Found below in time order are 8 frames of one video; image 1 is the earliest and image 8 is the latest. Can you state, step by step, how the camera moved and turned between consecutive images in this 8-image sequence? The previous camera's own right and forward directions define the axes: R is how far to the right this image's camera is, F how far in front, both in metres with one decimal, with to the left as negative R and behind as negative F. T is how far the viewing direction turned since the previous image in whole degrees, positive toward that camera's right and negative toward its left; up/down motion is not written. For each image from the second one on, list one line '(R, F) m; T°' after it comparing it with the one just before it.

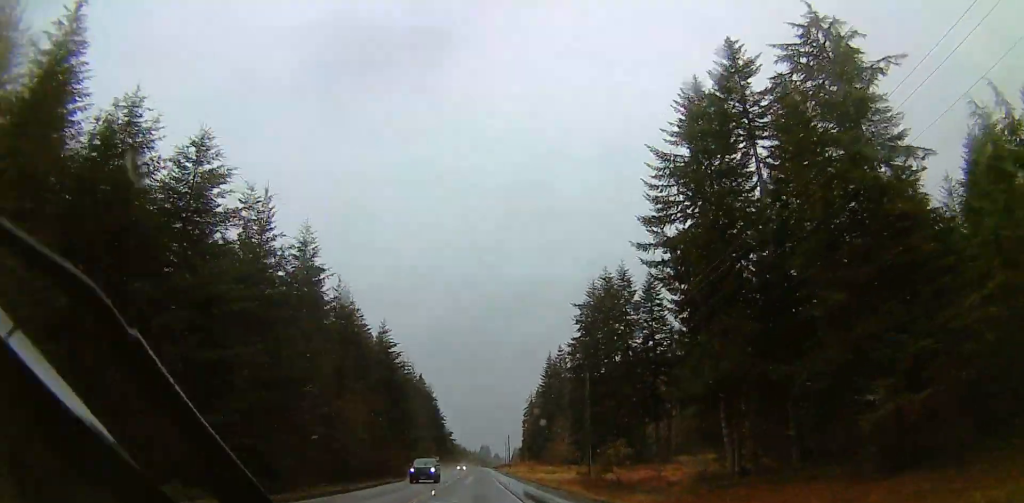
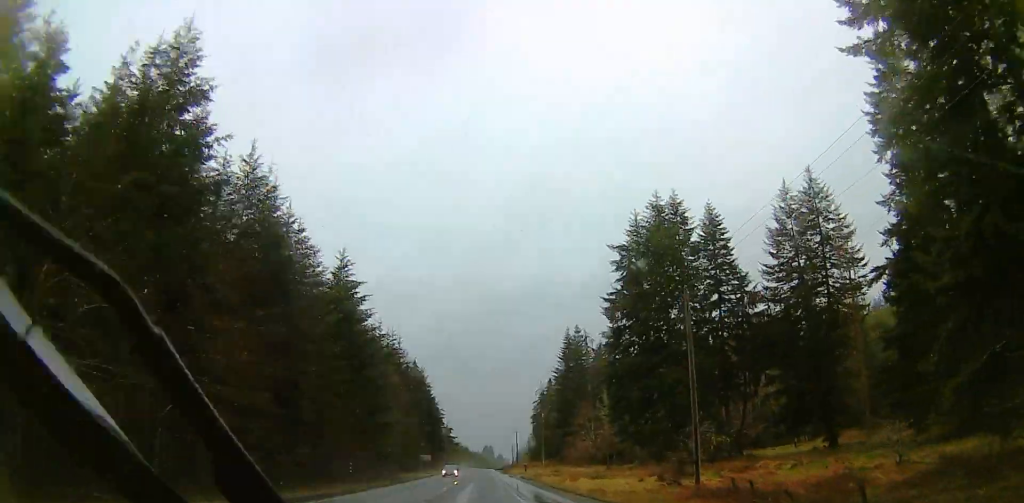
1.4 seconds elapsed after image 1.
(-0.6, +35.3) m; -1°
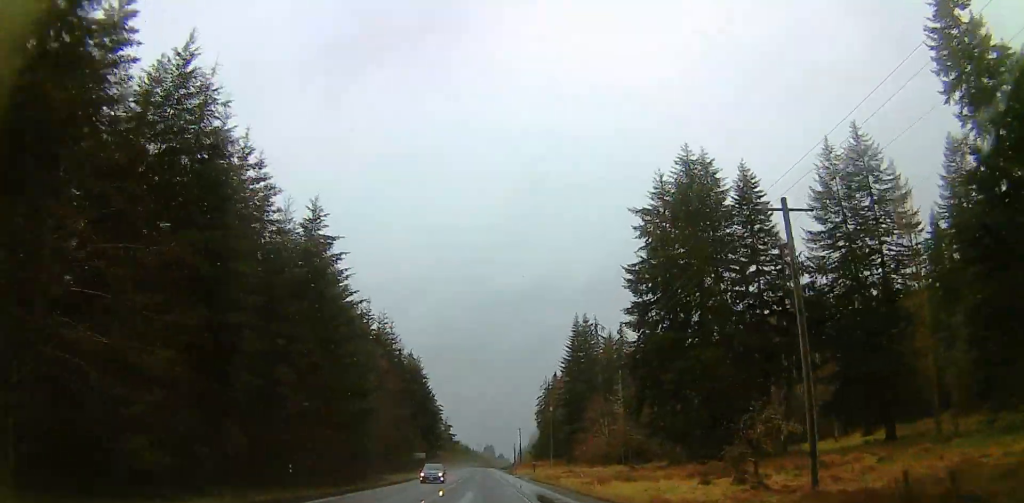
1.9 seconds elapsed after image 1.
(+0.1, +12.3) m; +1°
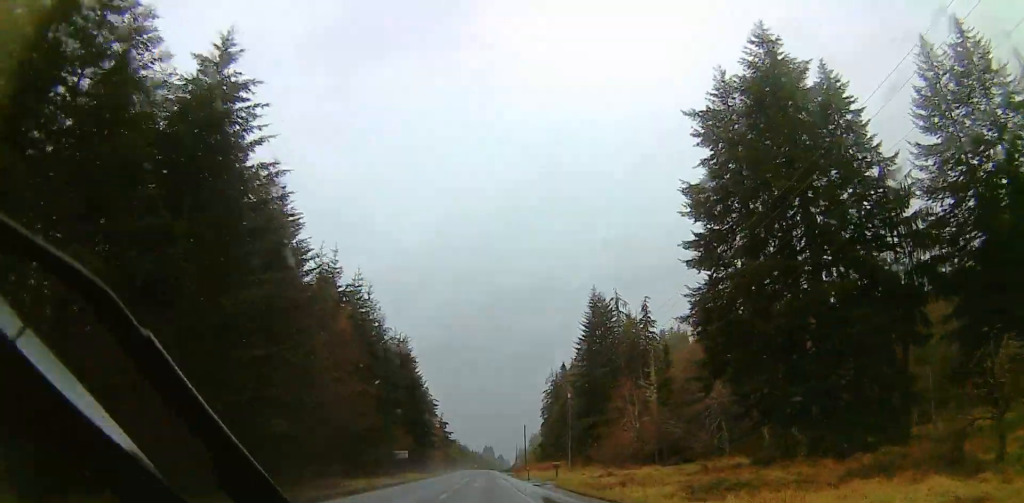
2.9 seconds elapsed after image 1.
(+0.3, +21.9) m; +1°
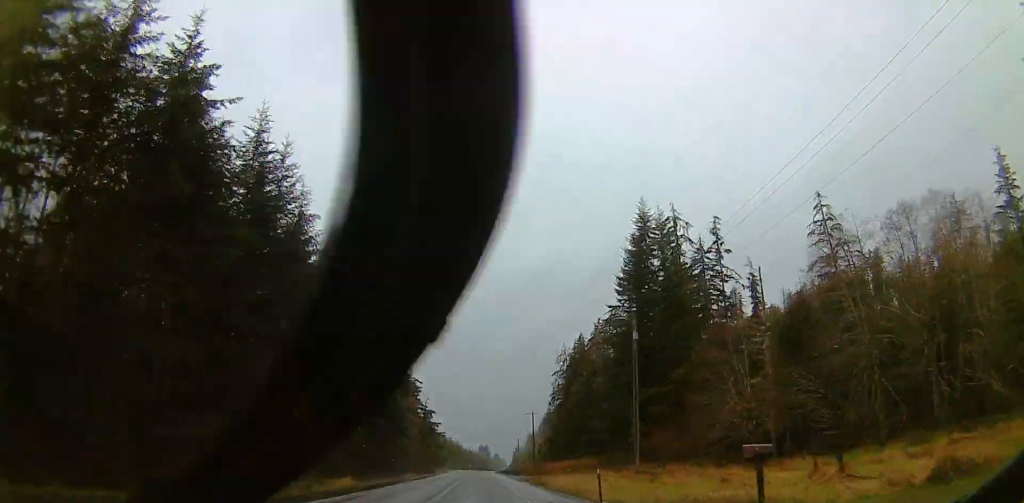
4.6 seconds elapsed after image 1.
(+0.4, +41.2) m; 0°
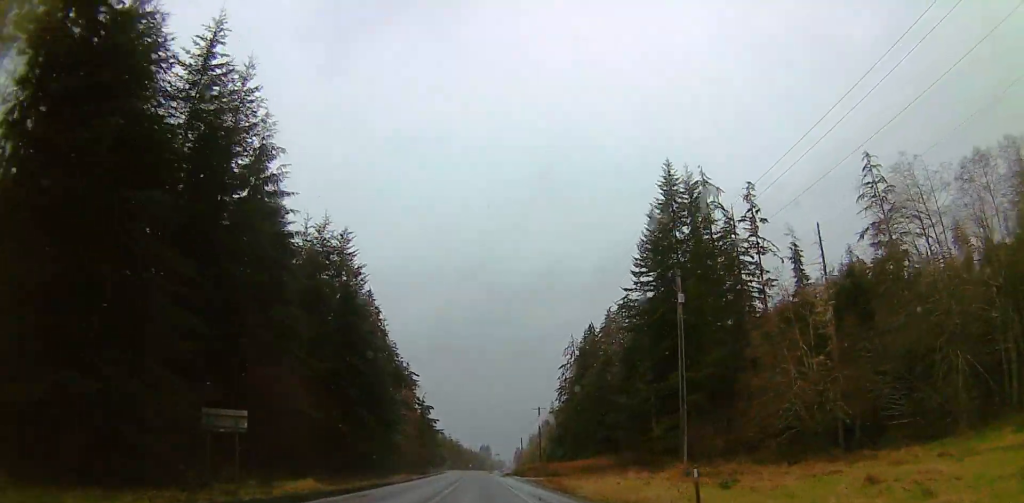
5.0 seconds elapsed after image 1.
(0.0, +12.5) m; 0°
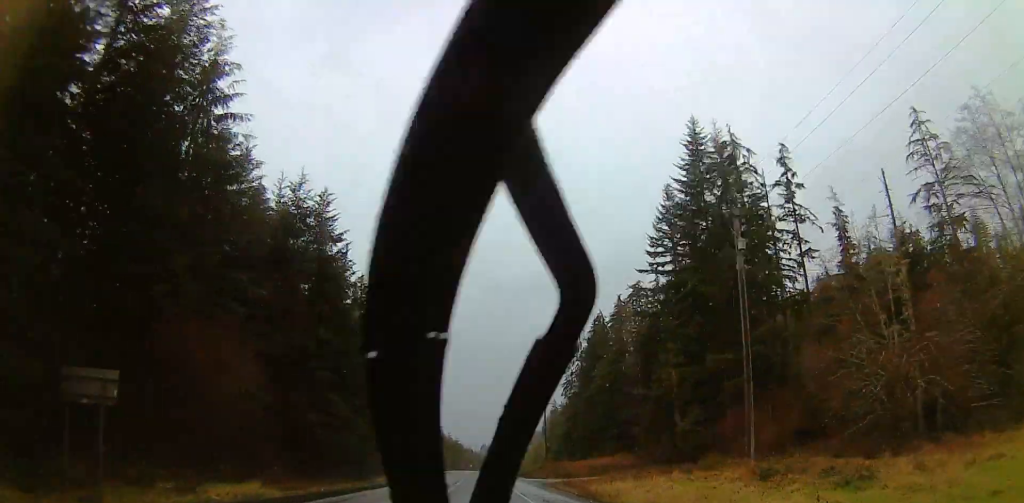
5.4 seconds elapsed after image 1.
(0.0, +11.1) m; 0°
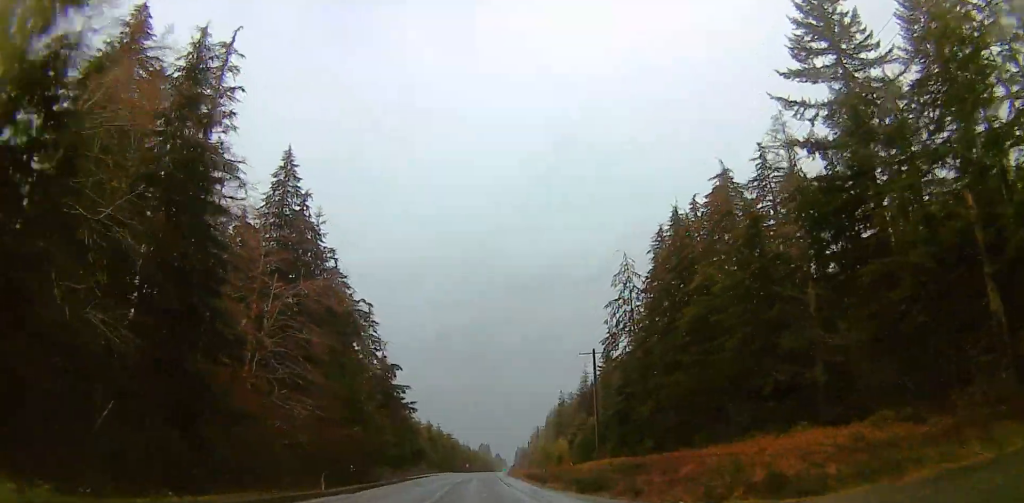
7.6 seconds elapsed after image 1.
(0.0, +62.8) m; 0°
